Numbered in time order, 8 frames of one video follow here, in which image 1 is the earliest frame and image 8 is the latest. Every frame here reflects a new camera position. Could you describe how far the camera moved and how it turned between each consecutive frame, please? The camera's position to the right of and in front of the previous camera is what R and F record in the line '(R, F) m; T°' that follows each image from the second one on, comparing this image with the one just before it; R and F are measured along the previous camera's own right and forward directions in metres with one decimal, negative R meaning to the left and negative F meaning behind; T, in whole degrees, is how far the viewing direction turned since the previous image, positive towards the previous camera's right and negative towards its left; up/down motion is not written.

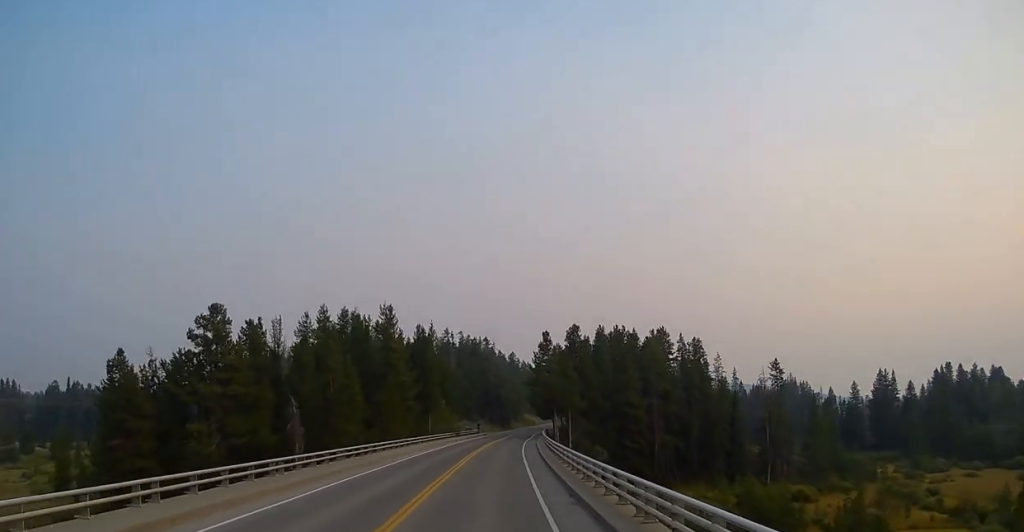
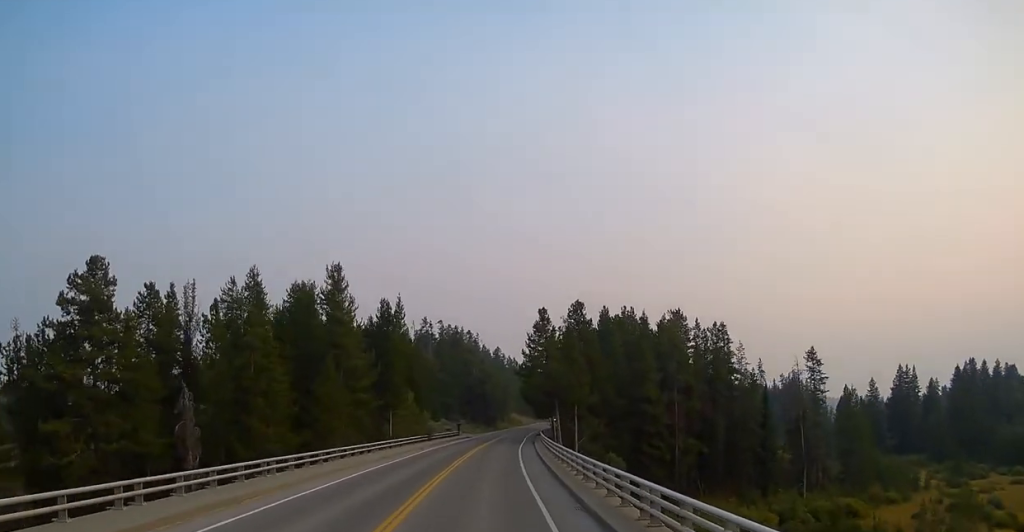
(+0.1, +19.7) m; 0°
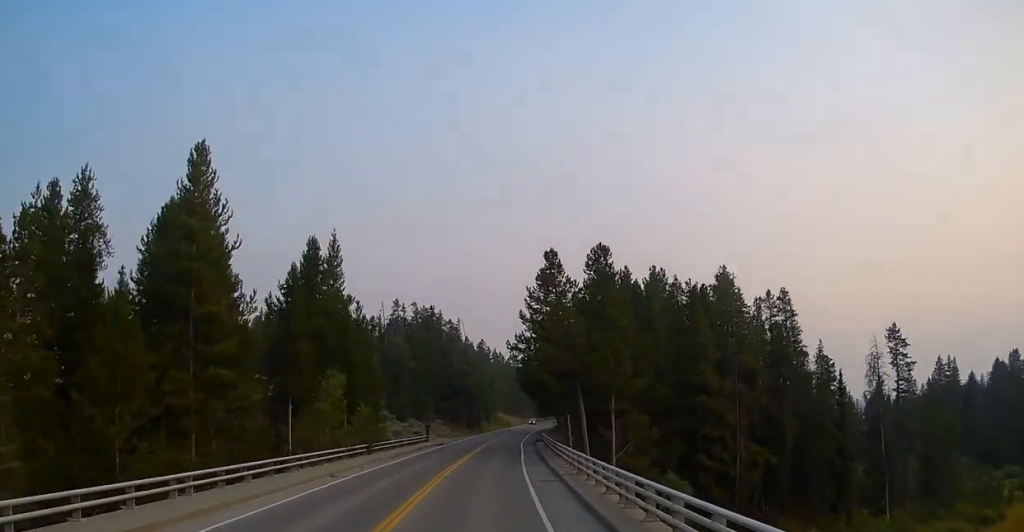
(0.0, +24.7) m; +1°
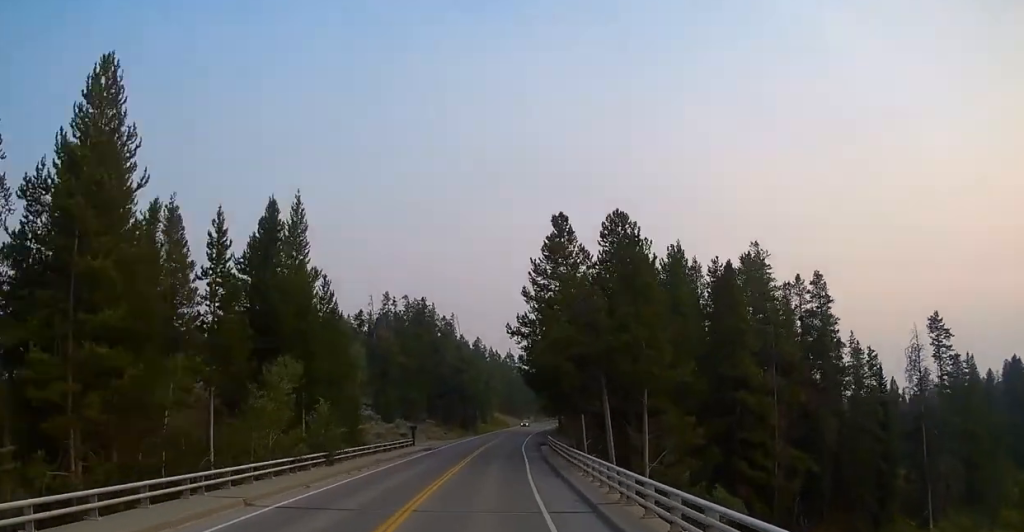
(0.0, +8.7) m; +1°
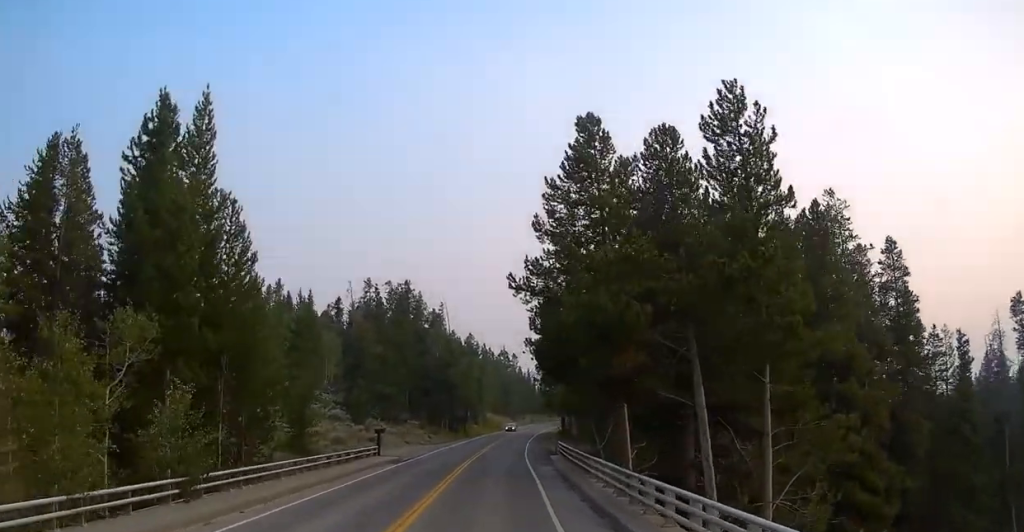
(+0.2, +14.1) m; +1°
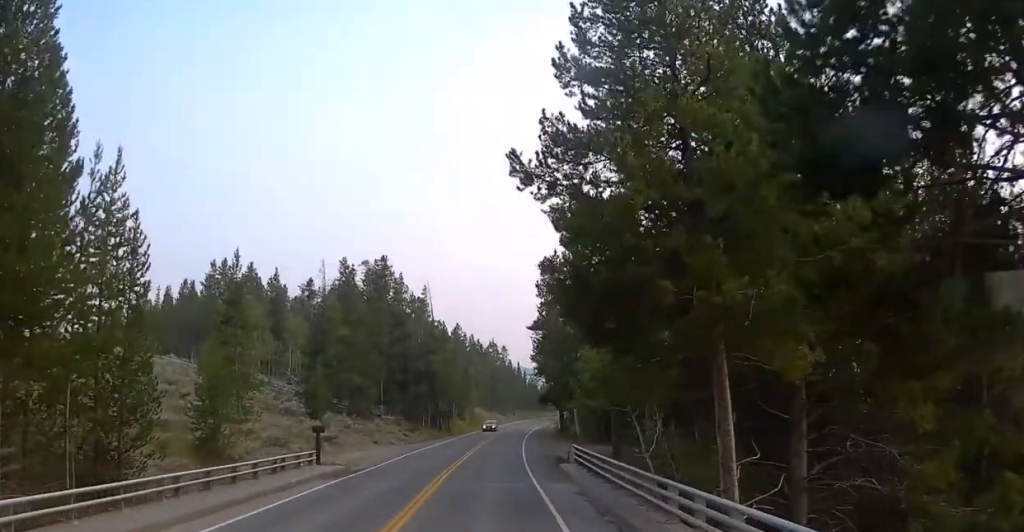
(+0.2, +12.6) m; +1°
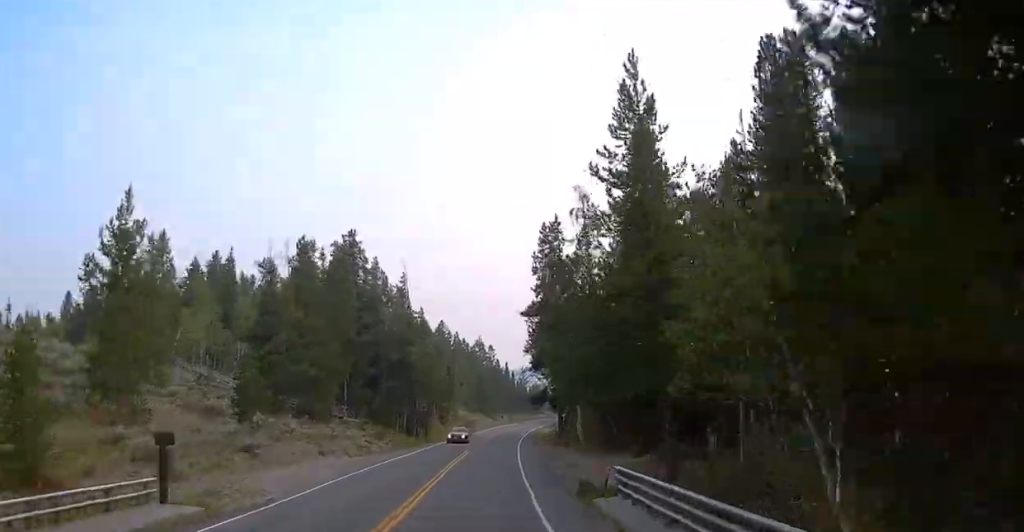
(0.0, +13.4) m; 0°
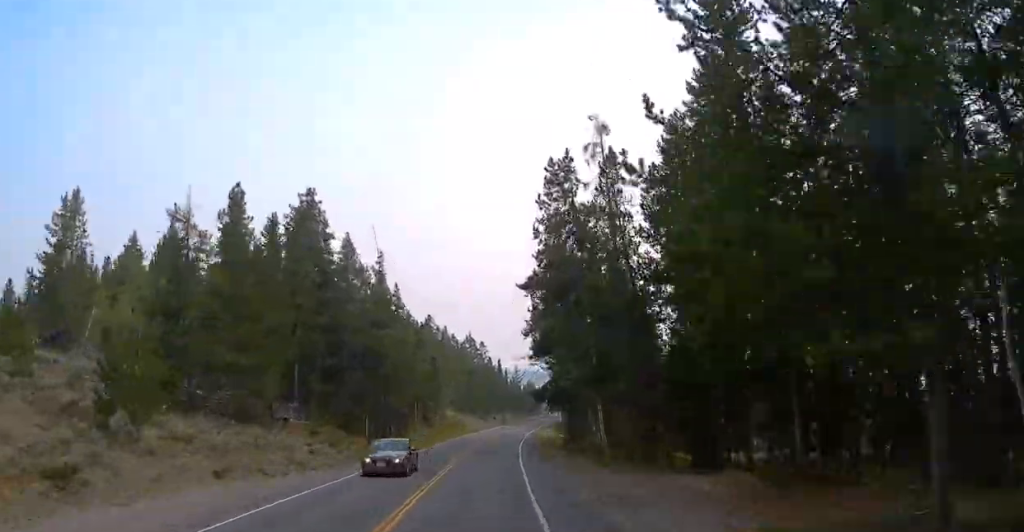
(0.0, +15.4) m; +1°
